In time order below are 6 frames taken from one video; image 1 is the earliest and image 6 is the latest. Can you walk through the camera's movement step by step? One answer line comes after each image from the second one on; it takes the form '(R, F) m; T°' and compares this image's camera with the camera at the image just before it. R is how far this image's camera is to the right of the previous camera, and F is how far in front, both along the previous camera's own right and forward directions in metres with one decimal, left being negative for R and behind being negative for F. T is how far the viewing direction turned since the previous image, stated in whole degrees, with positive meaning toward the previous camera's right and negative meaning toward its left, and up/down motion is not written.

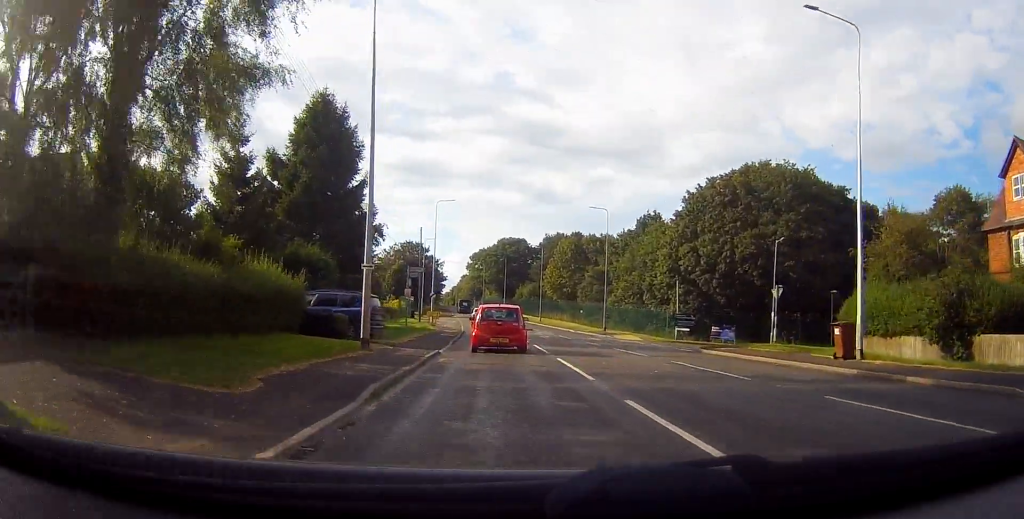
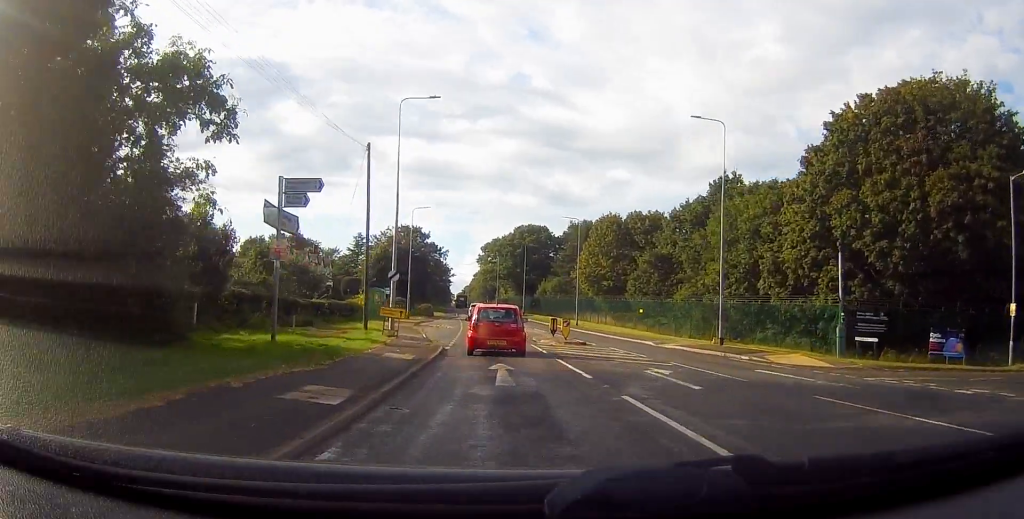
(-1.2, +26.1) m; -5°
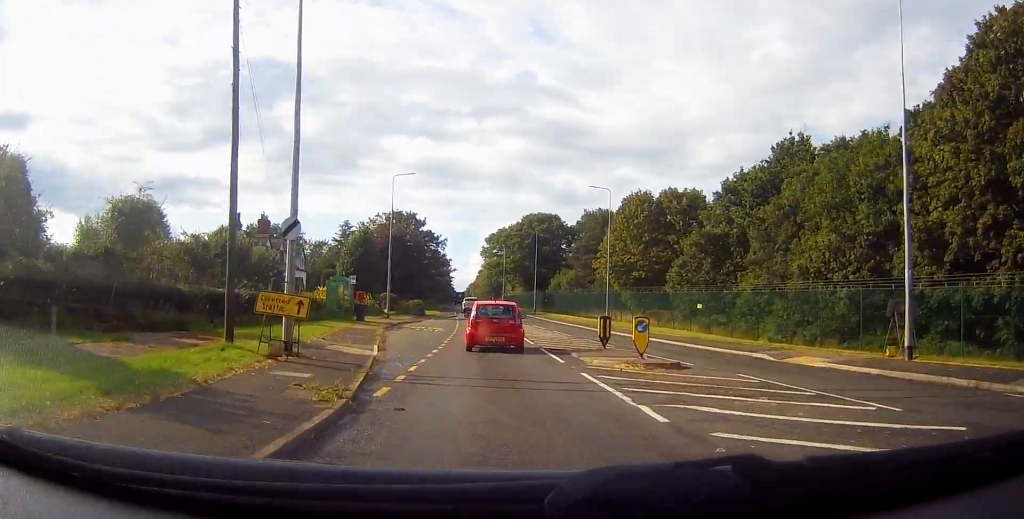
(0.0, +14.3) m; 0°
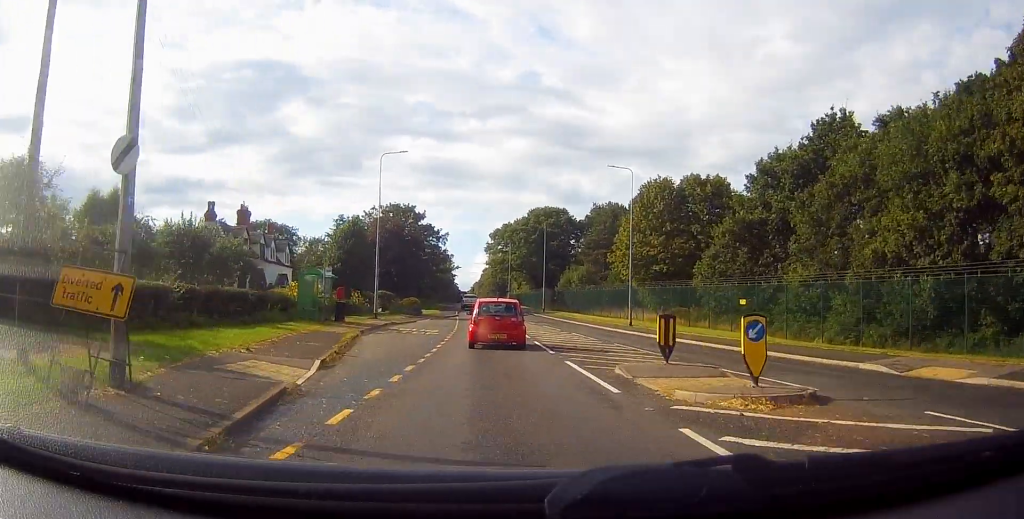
(0.0, +6.5) m; 0°
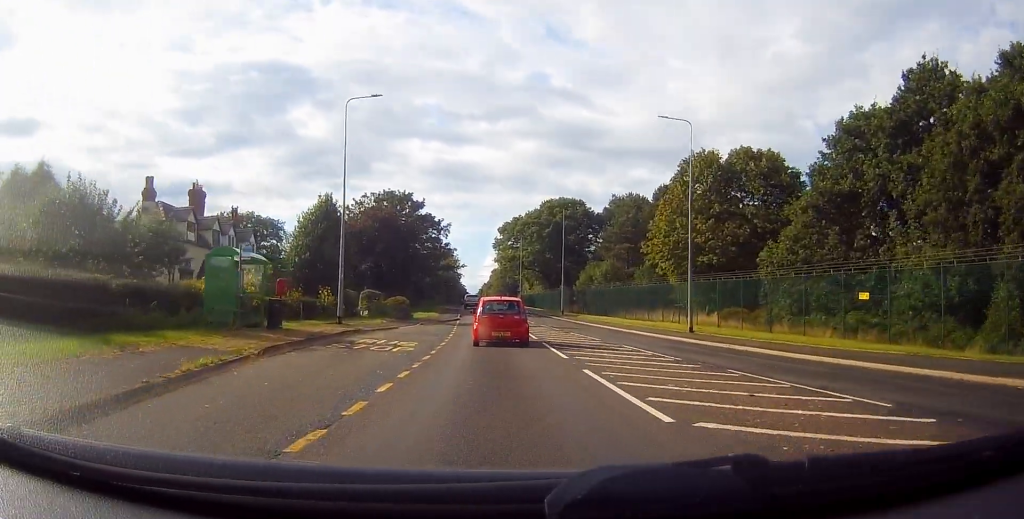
(0.0, +11.2) m; 0°
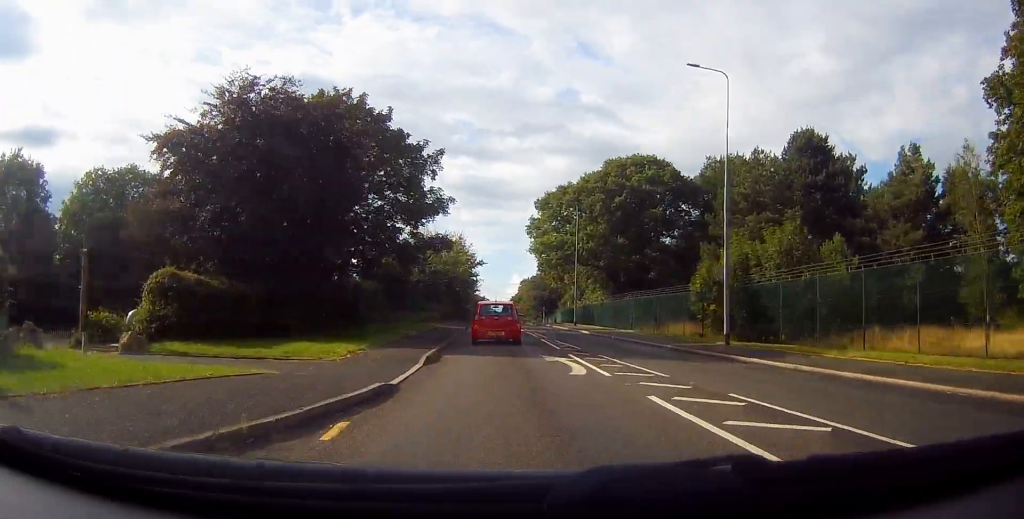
(-1.5, +39.3) m; -3°
